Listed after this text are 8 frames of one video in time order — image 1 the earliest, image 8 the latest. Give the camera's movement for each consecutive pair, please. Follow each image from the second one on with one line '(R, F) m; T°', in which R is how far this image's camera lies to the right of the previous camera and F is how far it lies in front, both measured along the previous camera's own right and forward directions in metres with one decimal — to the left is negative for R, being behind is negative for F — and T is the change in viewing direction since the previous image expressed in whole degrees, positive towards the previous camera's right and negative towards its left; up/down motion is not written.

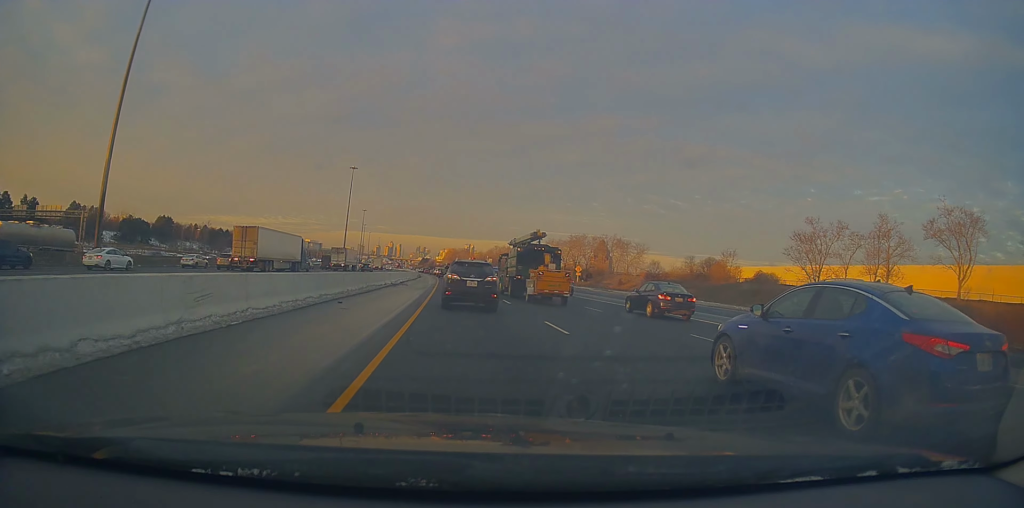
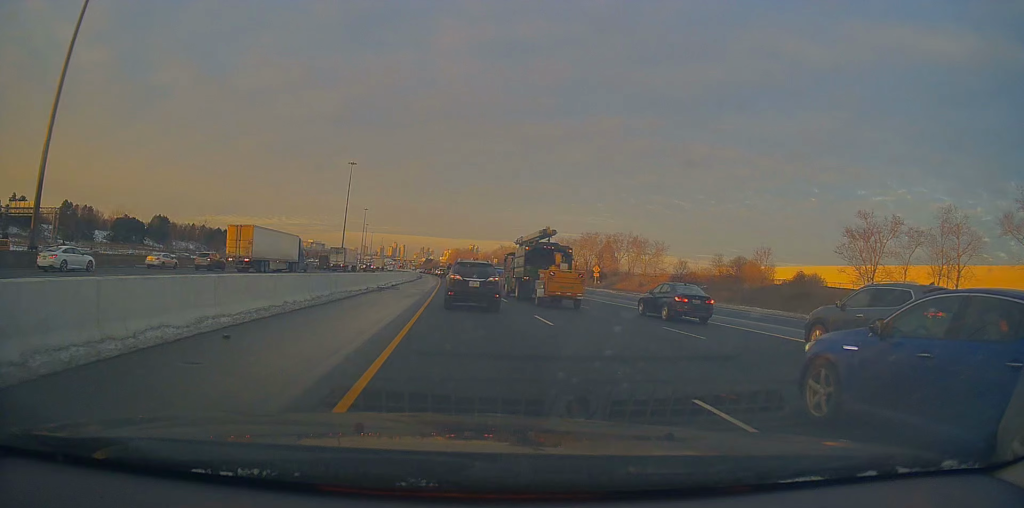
(0.0, +10.2) m; 0°
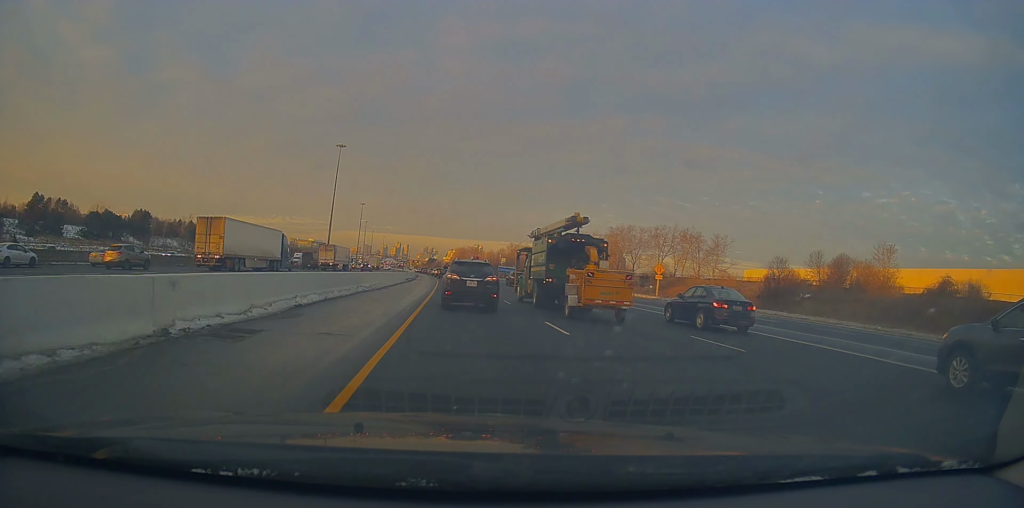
(-0.2, +26.7) m; -4°
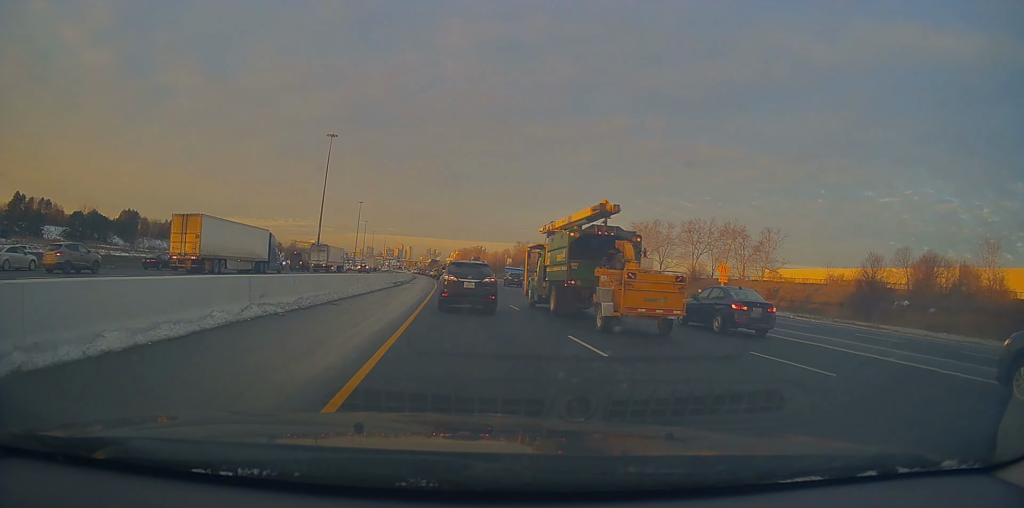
(-0.9, +15.8) m; +1°
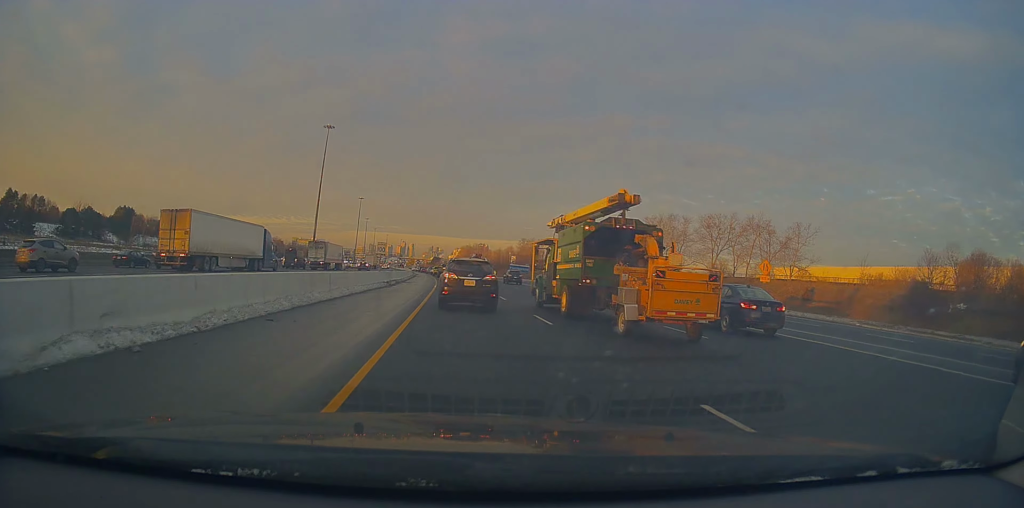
(+0.5, +7.0) m; +1°
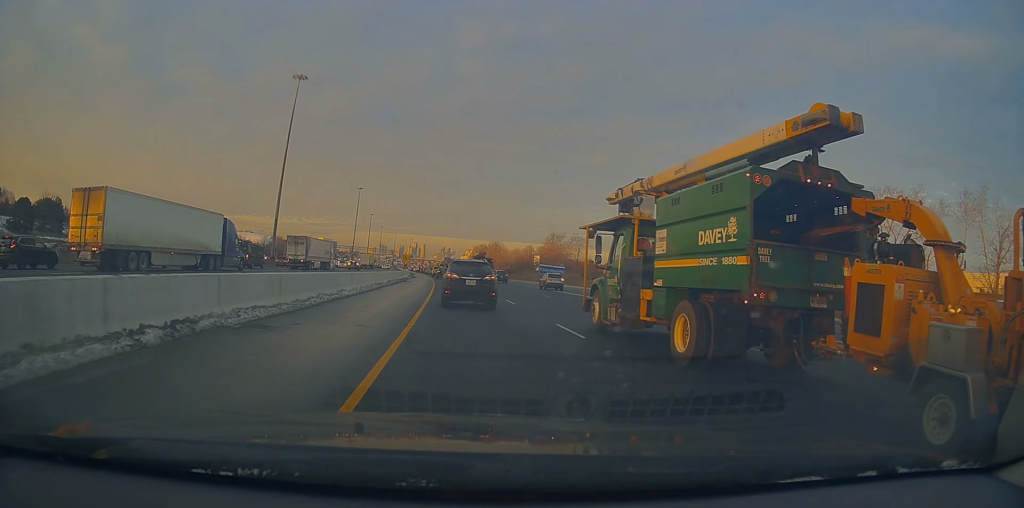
(+0.4, +40.5) m; -1°
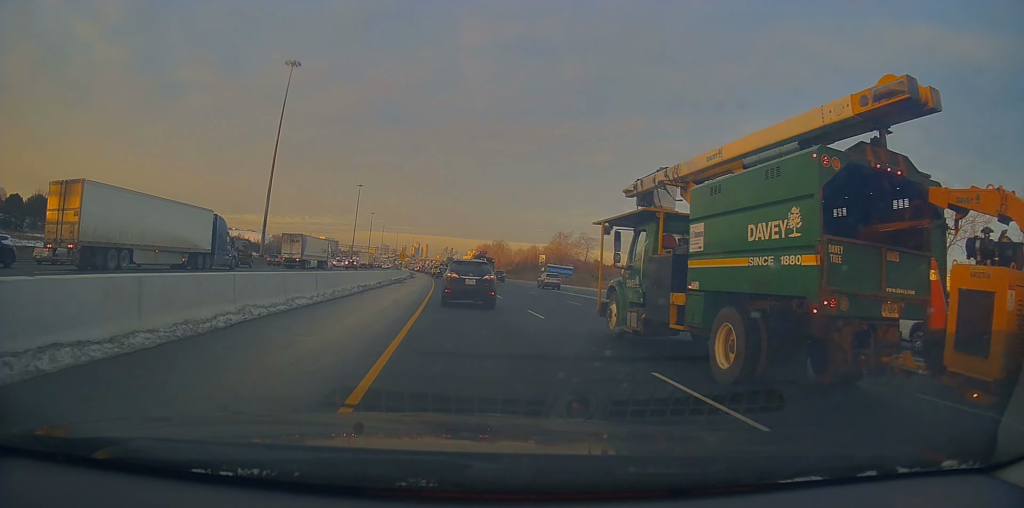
(-0.1, +7.3) m; 0°
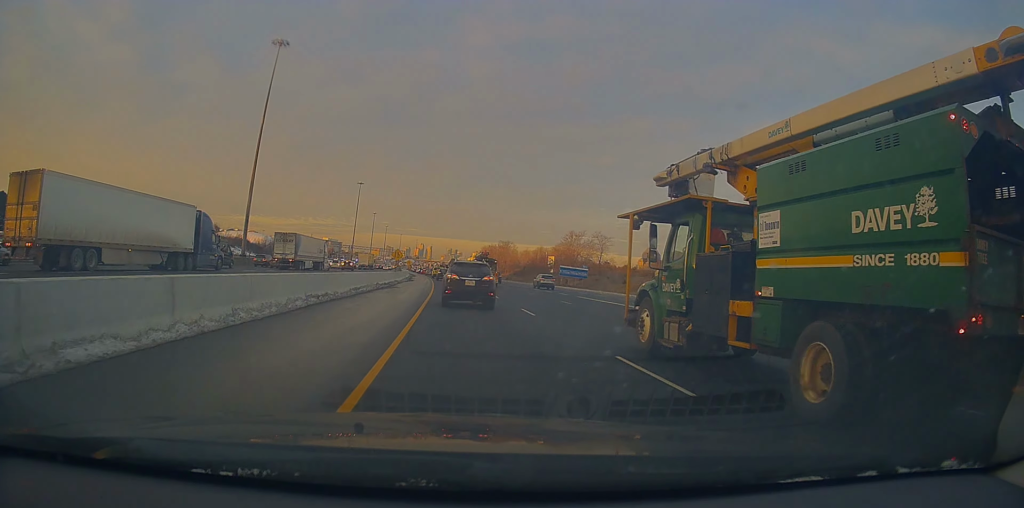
(-0.1, +10.6) m; -1°
